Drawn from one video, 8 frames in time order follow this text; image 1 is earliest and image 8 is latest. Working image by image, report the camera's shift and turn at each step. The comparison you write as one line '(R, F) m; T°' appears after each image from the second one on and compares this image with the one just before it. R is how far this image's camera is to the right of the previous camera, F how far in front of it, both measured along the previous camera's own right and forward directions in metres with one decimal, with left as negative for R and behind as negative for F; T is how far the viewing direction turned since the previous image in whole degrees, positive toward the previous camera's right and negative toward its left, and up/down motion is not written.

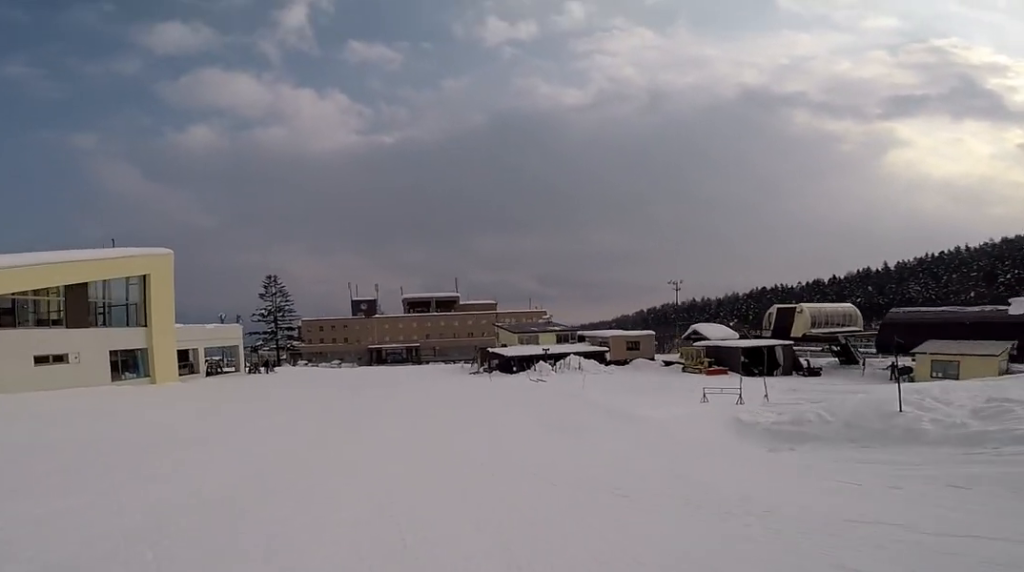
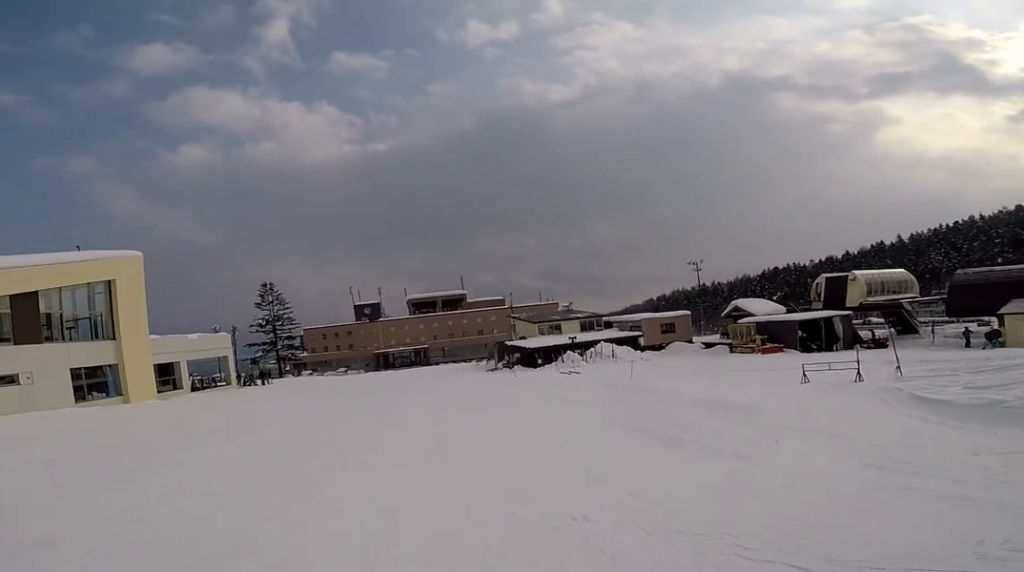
(+0.8, +4.7) m; +9°
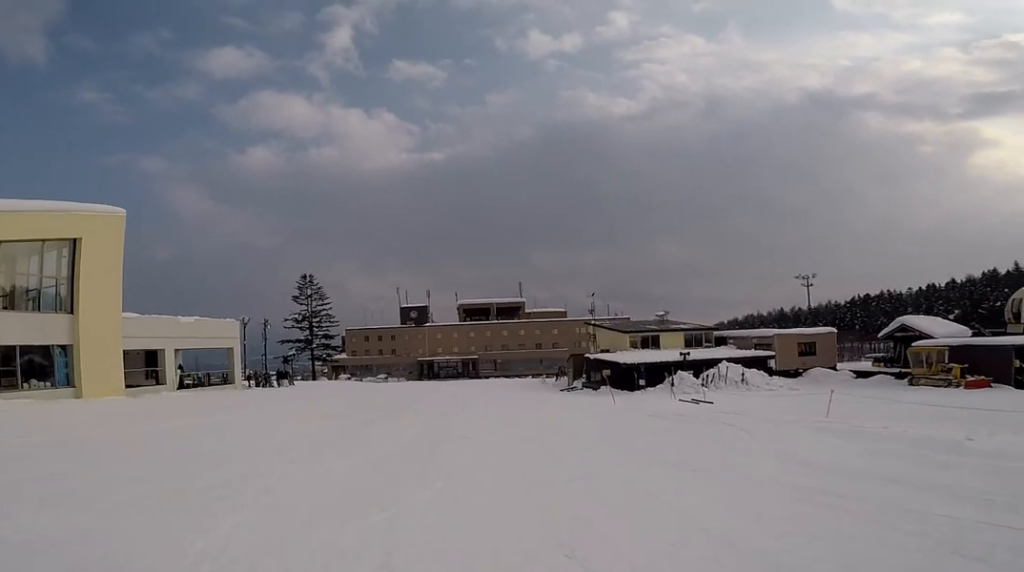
(+1.1, +8.5) m; 0°
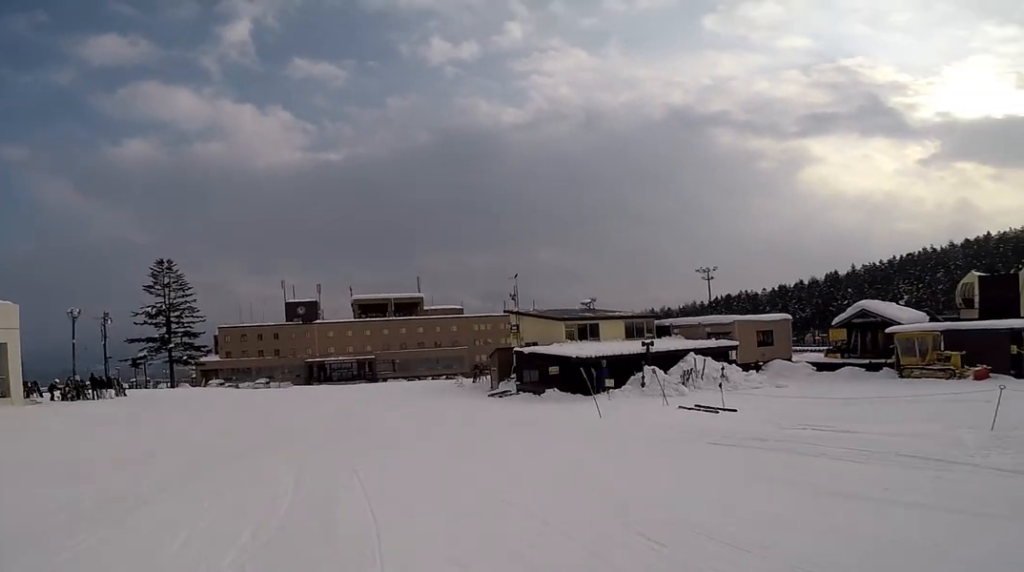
(-1.2, +8.2) m; -3°
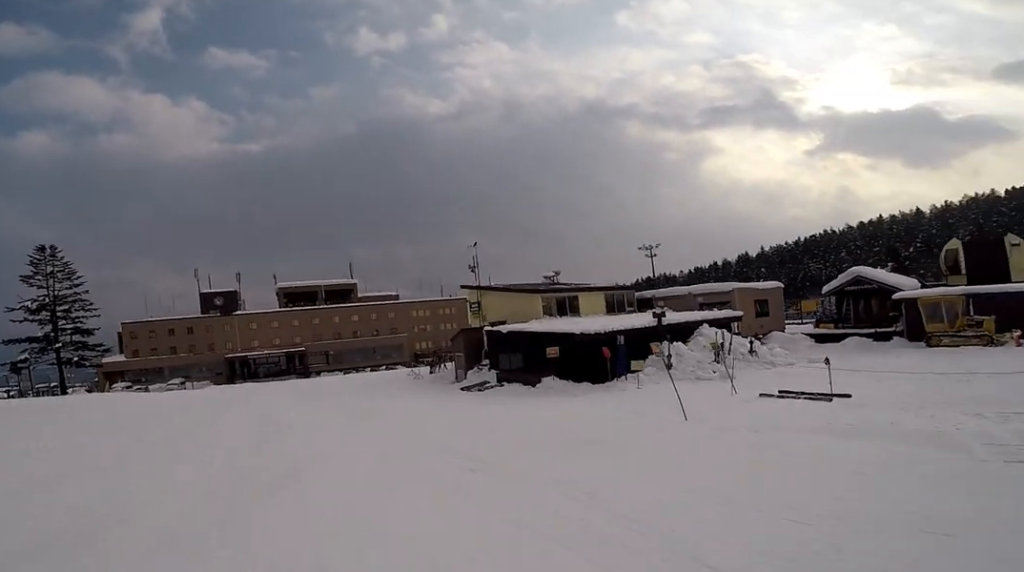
(+0.6, +5.5) m; +8°
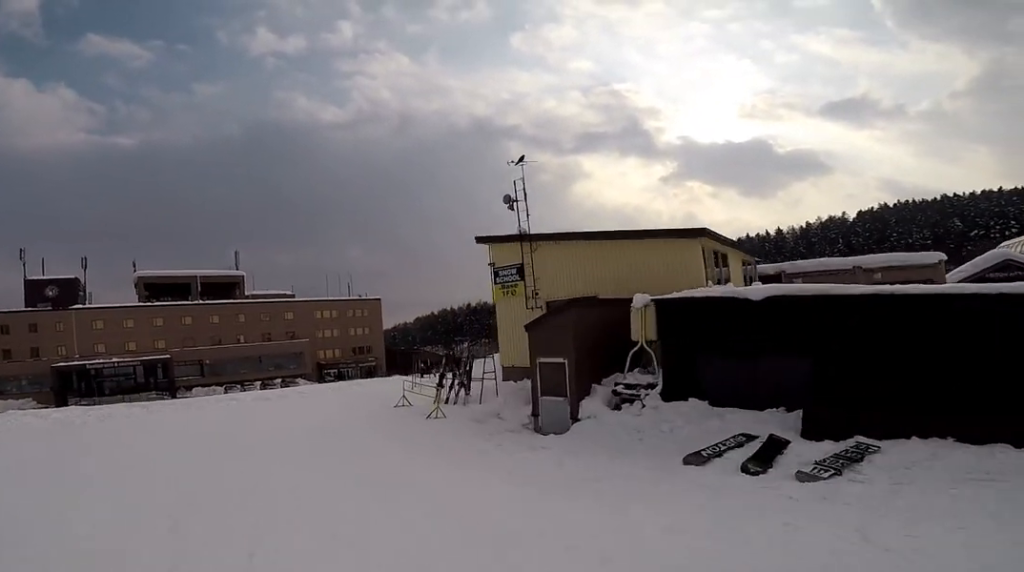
(+1.7, +13.2) m; +12°
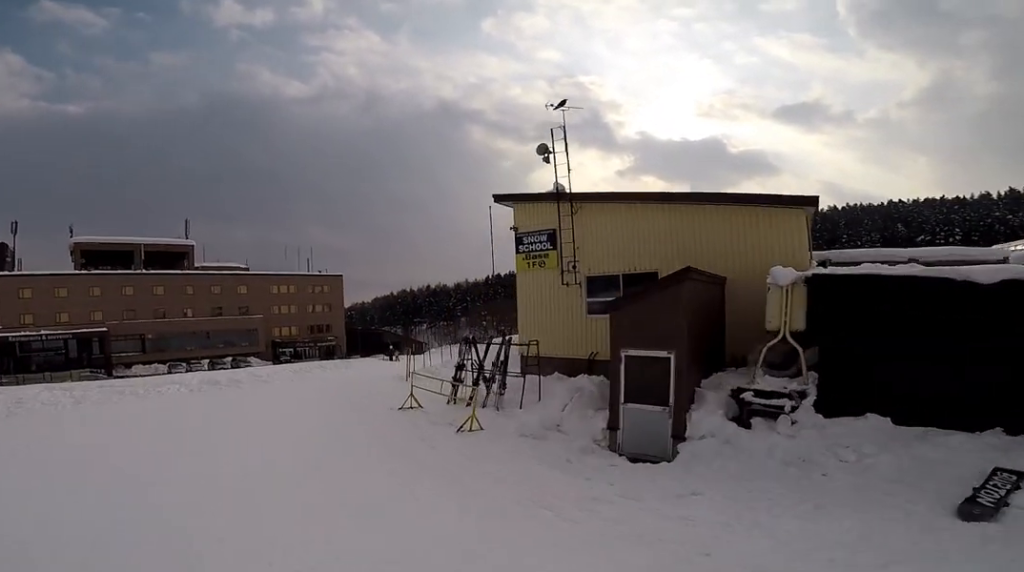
(-0.1, +3.1) m; +5°
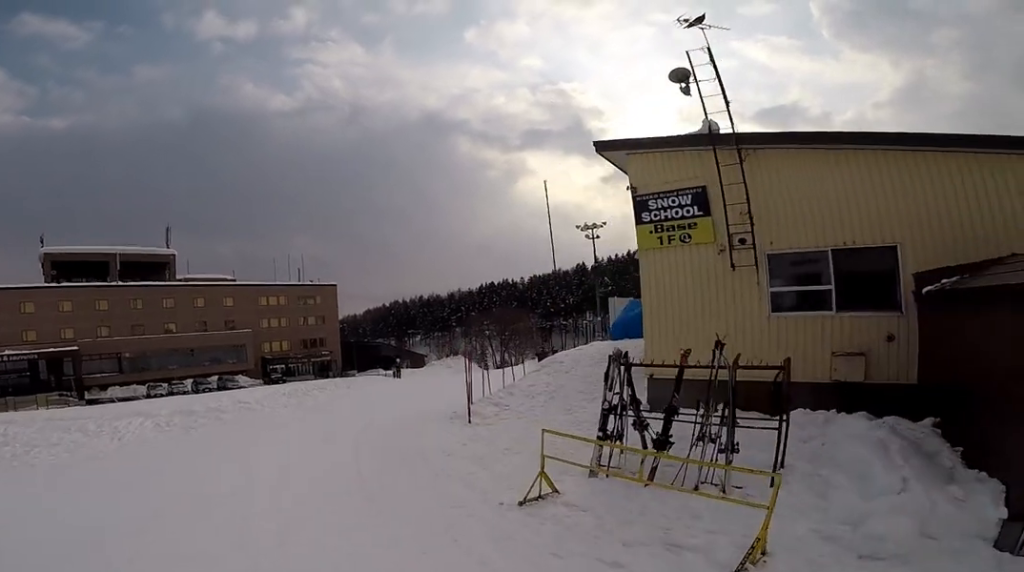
(+0.4, +4.4) m; +13°
